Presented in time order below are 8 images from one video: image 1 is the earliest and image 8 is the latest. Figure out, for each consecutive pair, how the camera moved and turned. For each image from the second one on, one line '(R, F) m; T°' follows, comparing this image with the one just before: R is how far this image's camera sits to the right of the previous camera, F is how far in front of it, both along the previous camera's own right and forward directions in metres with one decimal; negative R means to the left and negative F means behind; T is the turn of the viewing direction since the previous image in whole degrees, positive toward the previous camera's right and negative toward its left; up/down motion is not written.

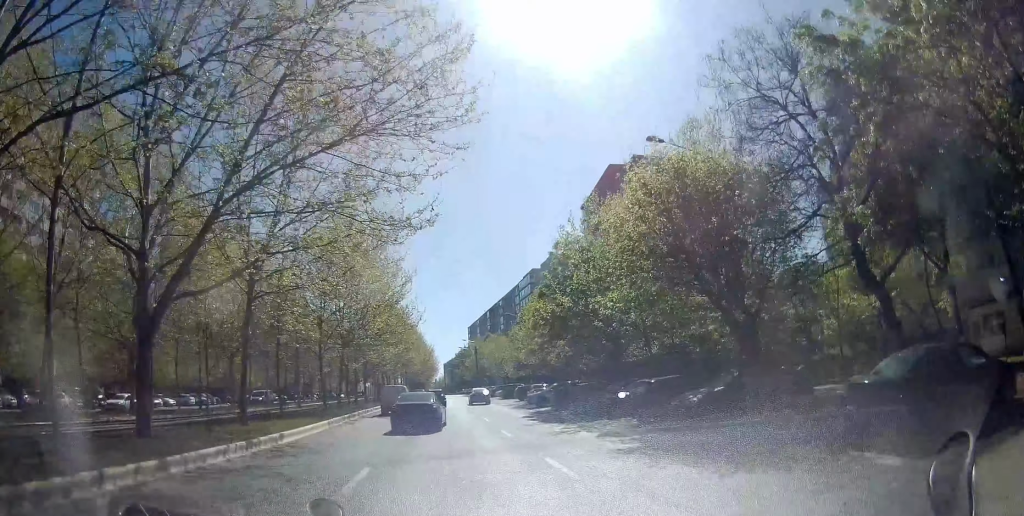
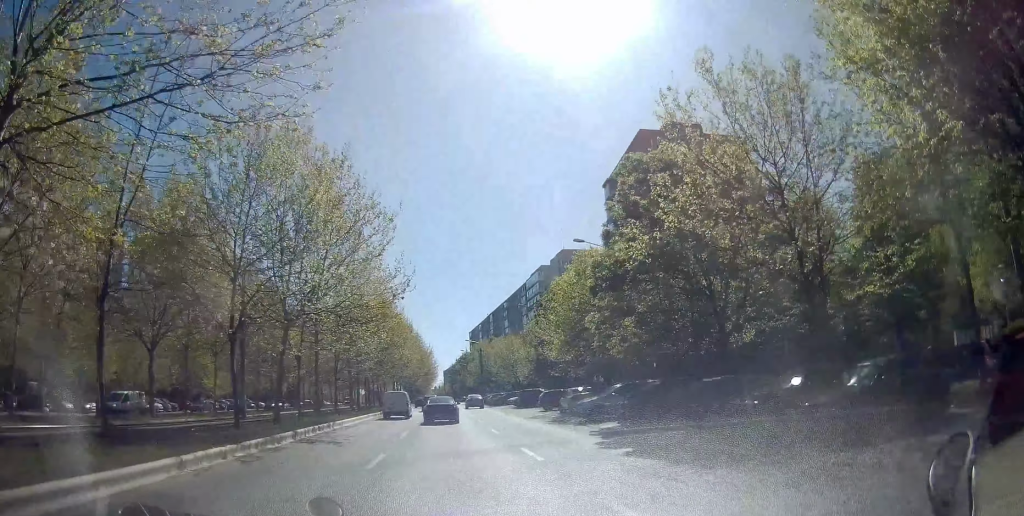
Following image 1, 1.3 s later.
(-0.8, +14.6) m; -4°
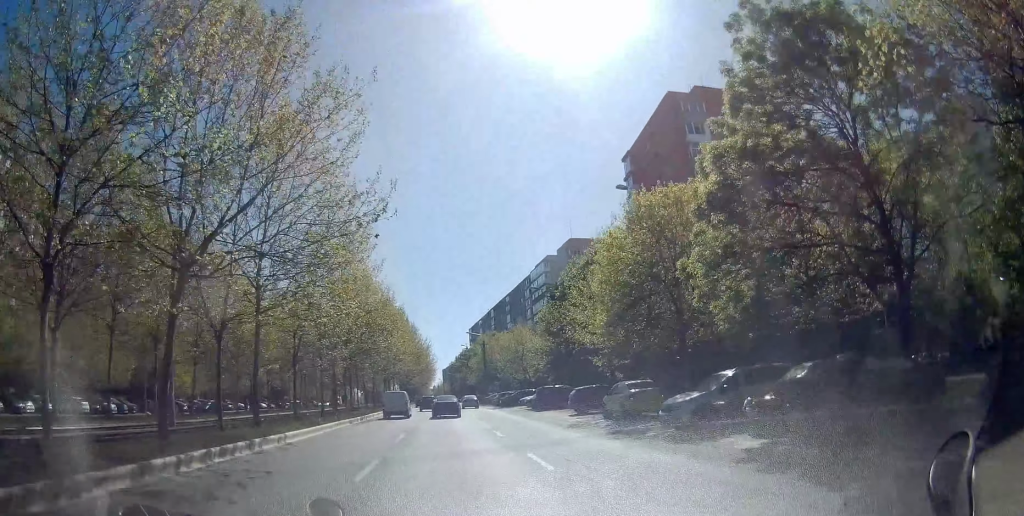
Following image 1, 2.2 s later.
(0.0, +10.4) m; 0°
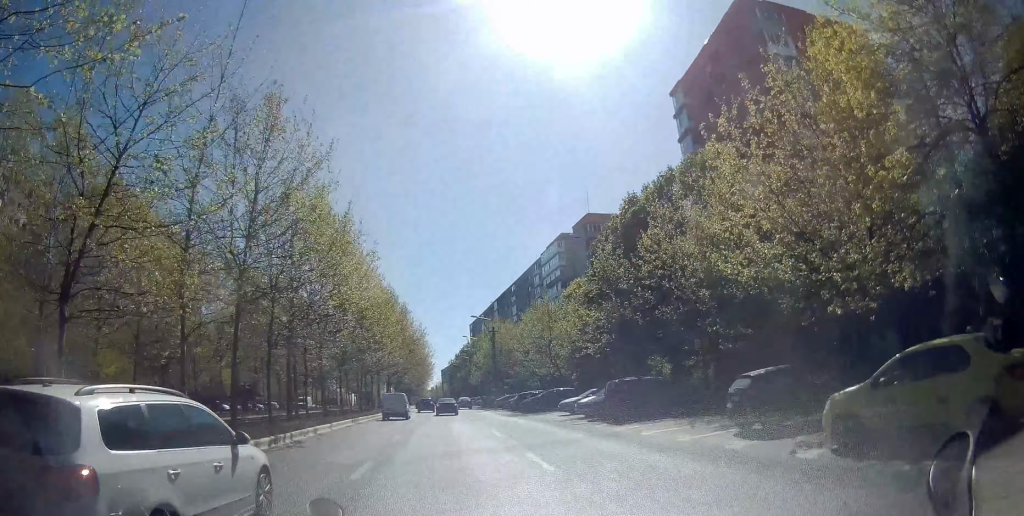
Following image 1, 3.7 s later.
(-0.1, +18.4) m; 0°
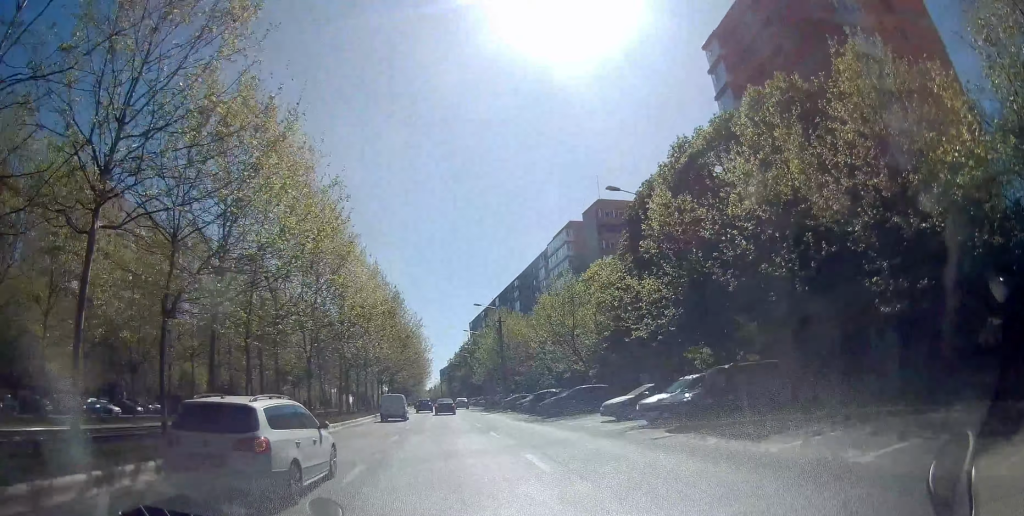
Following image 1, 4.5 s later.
(+0.3, +9.5) m; +2°
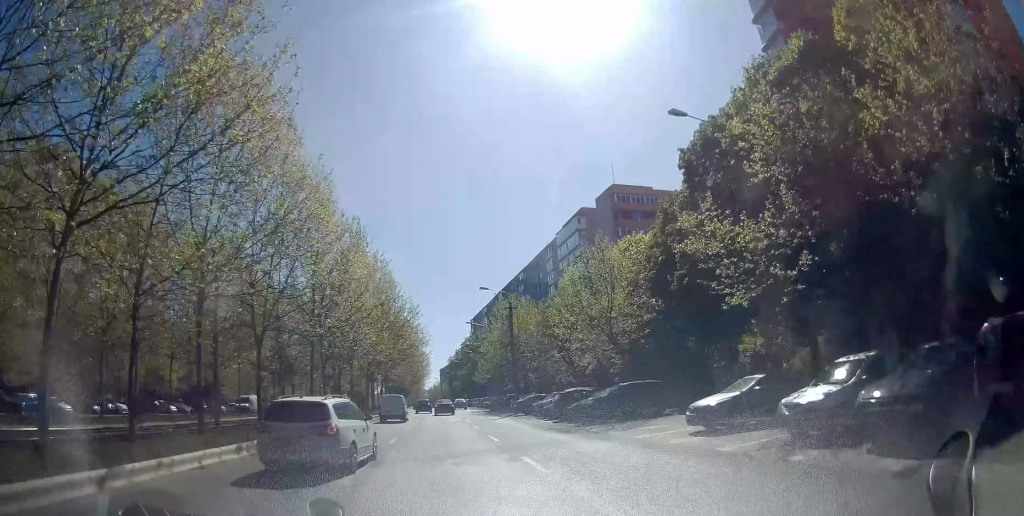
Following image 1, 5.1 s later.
(+0.1, +9.0) m; 0°
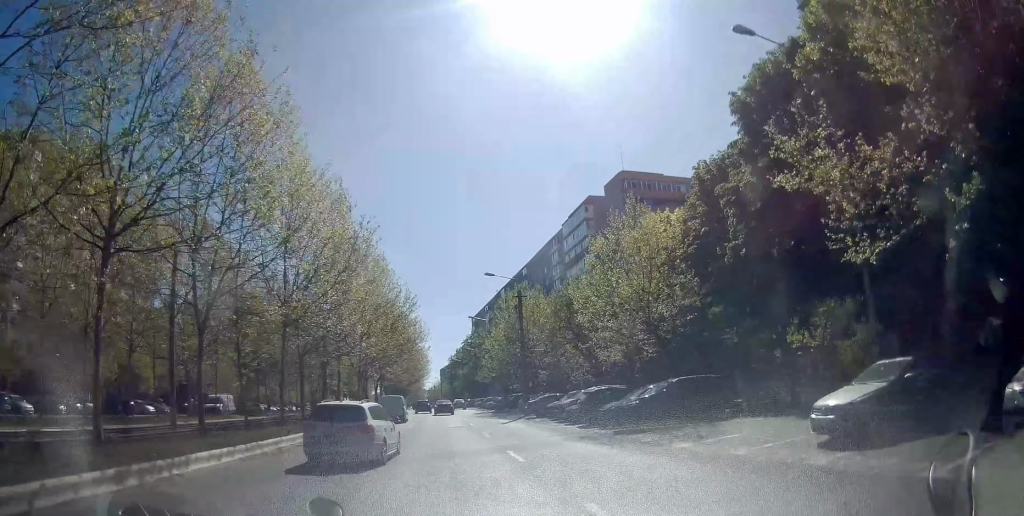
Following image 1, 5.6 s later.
(+0.1, +5.9) m; 0°
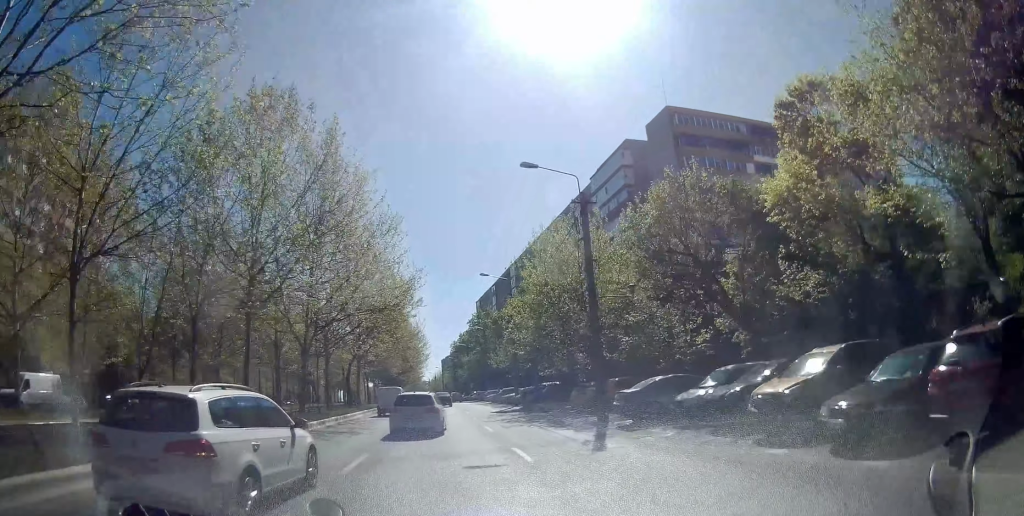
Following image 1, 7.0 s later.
(-0.3, +20.4) m; 0°
